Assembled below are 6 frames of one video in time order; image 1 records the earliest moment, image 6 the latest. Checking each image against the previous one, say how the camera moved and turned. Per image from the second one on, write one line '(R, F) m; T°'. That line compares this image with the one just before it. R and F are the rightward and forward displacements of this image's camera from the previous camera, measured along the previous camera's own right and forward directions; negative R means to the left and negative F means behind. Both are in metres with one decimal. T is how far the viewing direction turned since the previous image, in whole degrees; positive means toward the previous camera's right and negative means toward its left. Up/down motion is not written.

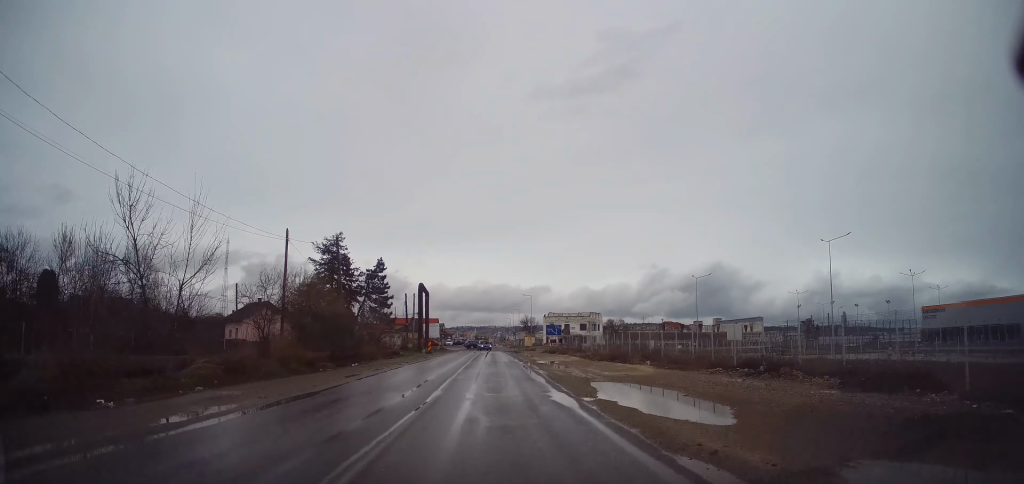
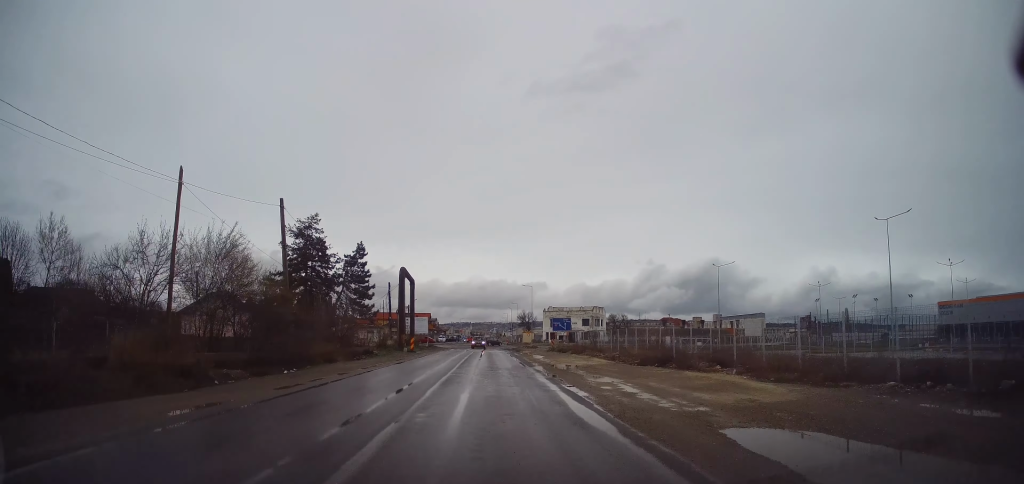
(+0.2, +9.9) m; +1°
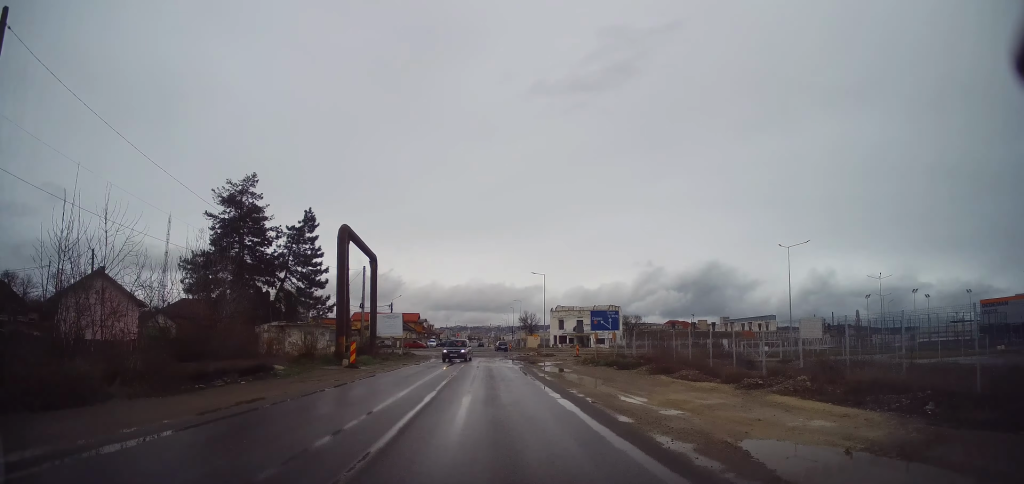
(0.0, +19.1) m; 0°
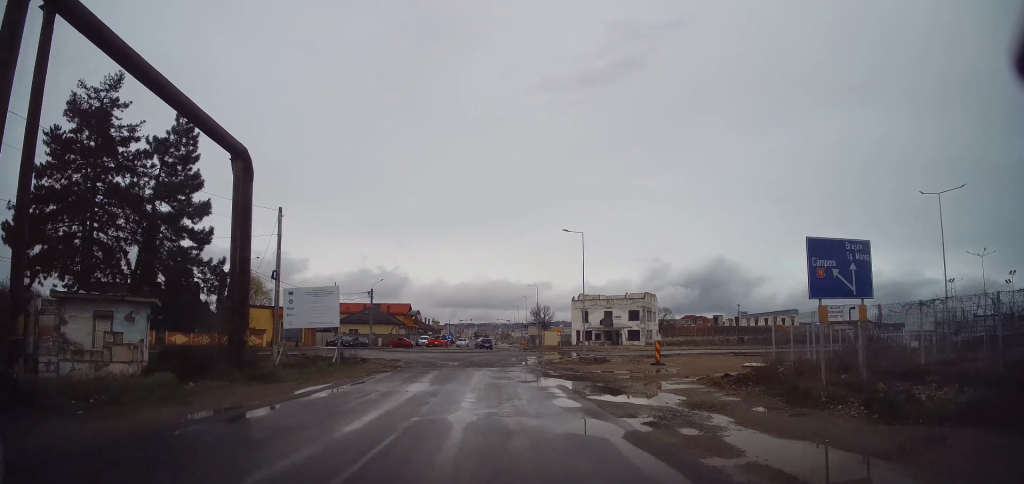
(+0.1, +22.1) m; -1°
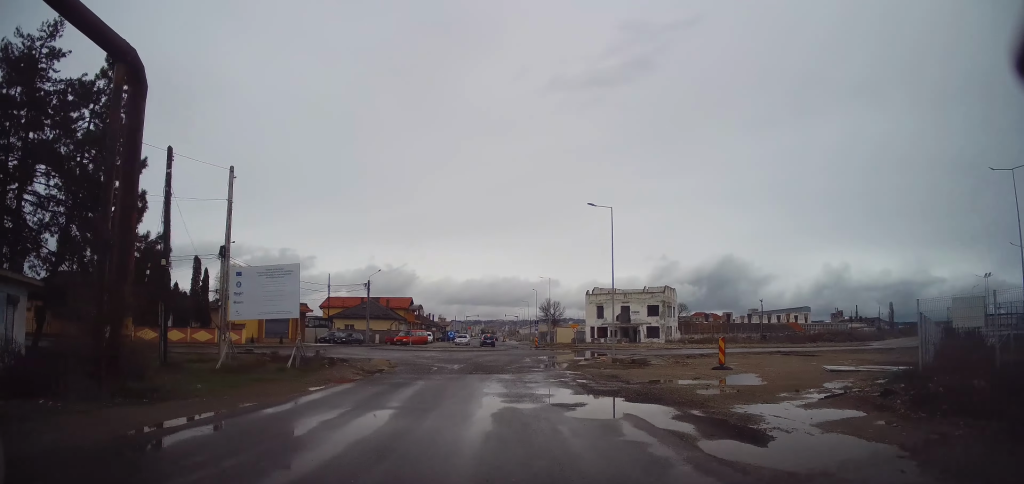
(-0.2, +7.2) m; 0°
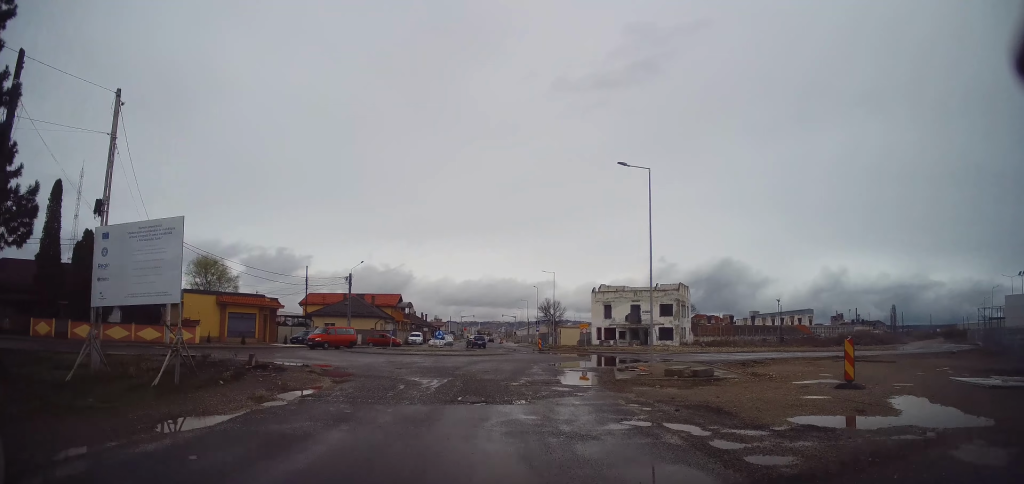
(+0.2, +7.7) m; +1°
